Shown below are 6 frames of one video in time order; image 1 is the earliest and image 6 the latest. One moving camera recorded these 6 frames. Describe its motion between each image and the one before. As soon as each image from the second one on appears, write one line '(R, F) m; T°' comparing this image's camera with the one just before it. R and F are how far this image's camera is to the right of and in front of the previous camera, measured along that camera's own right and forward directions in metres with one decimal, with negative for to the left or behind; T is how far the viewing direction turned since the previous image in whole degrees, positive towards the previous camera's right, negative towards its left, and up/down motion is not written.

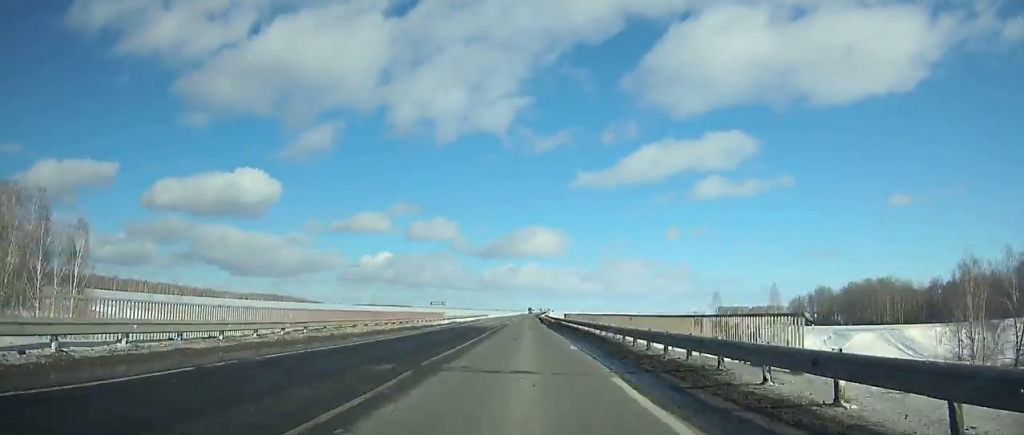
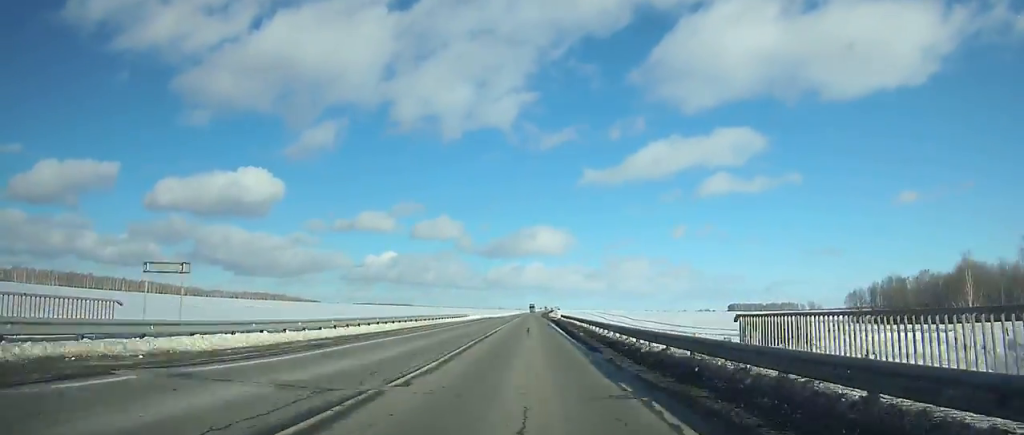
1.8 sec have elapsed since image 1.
(+0.3, +59.9) m; 0°
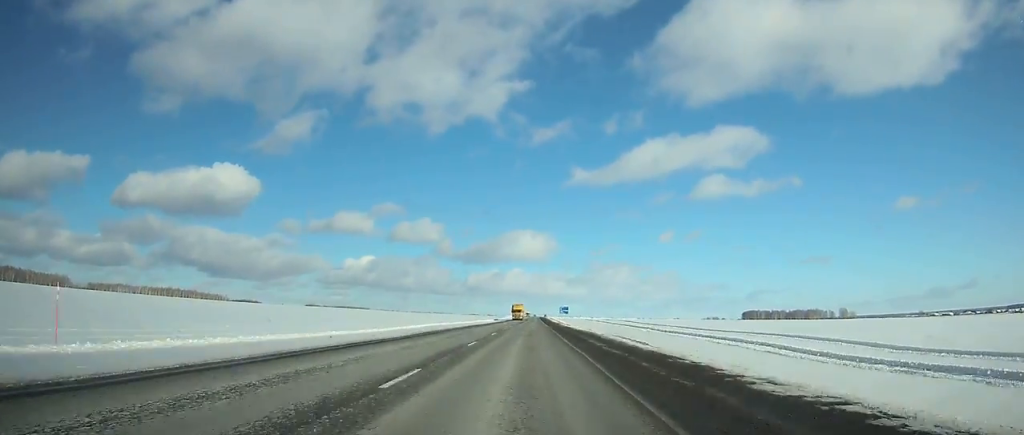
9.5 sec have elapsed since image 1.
(+2.9, +250.4) m; +2°
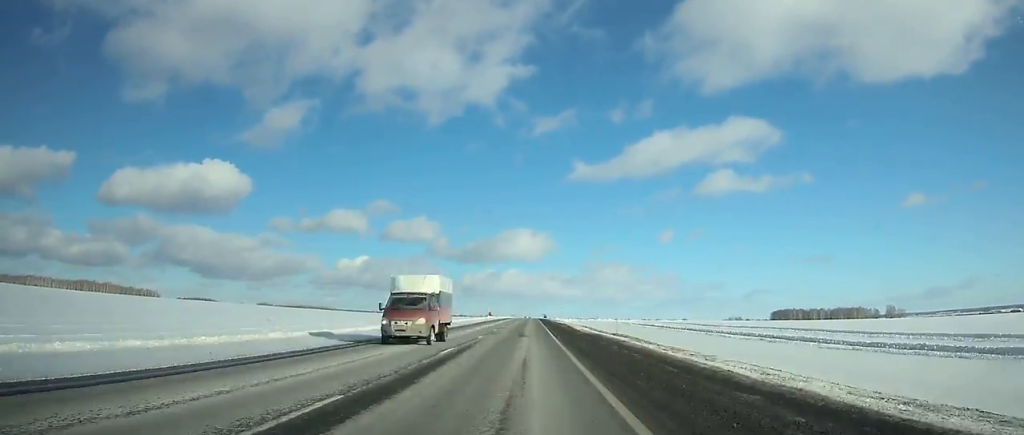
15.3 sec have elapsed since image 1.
(+1.5, +185.0) m; 0°
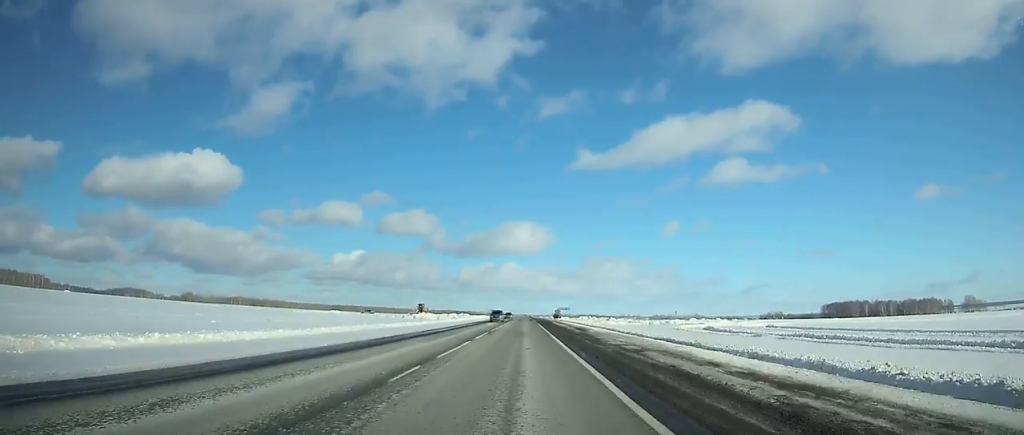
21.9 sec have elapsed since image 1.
(+0.1, +208.4) m; 0°
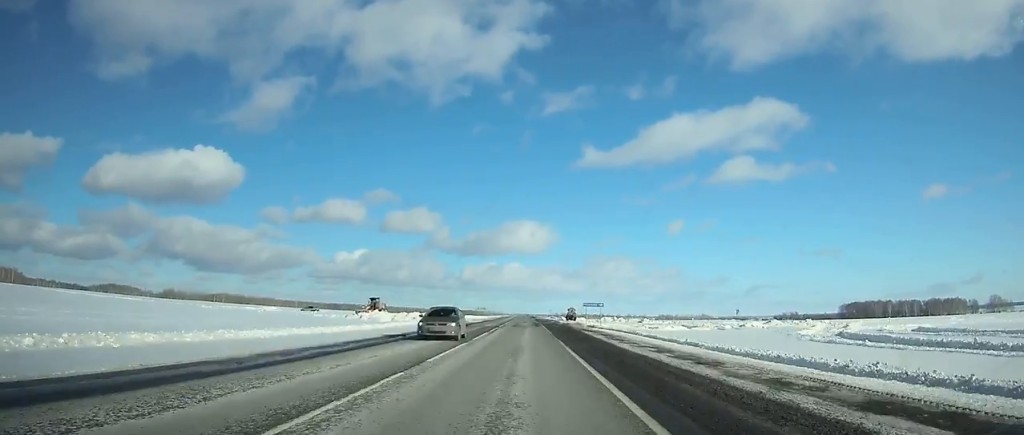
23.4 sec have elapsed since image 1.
(0.0, +46.6) m; 0°
